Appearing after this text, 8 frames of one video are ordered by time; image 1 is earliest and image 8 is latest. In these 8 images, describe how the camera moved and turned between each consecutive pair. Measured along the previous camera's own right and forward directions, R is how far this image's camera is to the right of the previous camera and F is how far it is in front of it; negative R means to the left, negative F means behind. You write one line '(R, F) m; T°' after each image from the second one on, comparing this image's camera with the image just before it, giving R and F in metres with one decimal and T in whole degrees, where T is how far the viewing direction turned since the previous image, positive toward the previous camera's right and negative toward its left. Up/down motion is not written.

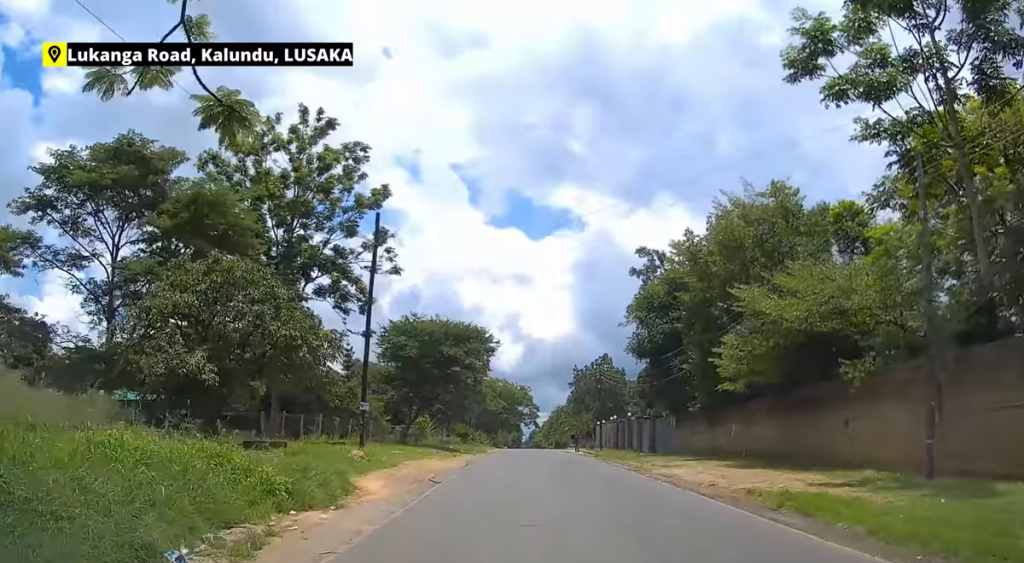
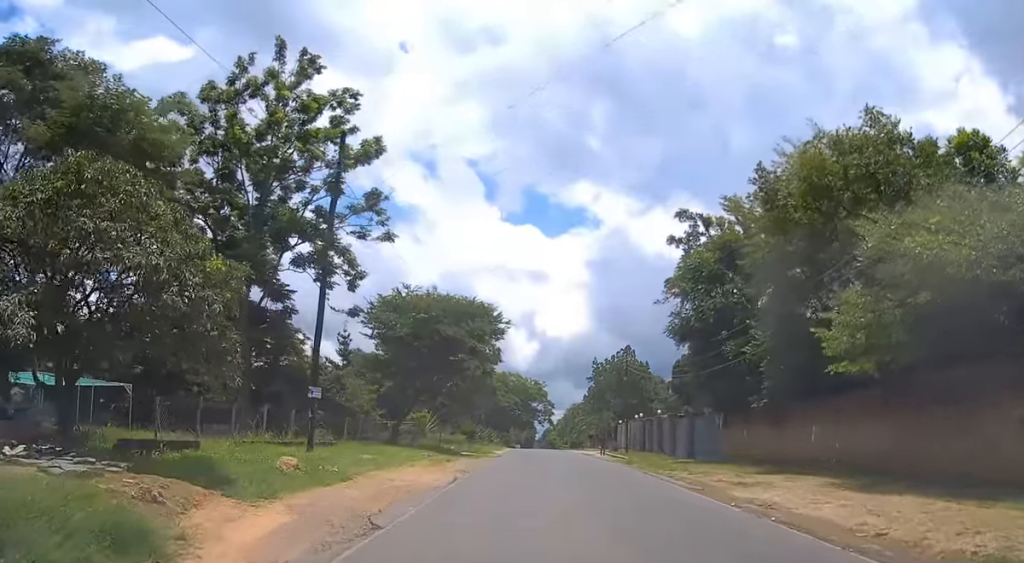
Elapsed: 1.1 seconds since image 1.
(-0.2, +8.3) m; 0°
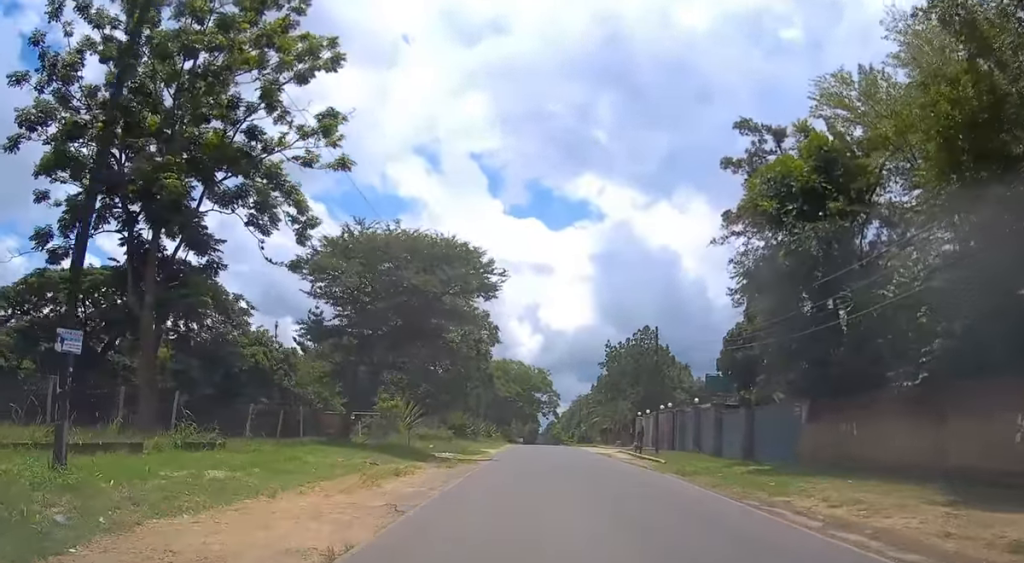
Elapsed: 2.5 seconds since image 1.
(+0.1, +11.6) m; 0°
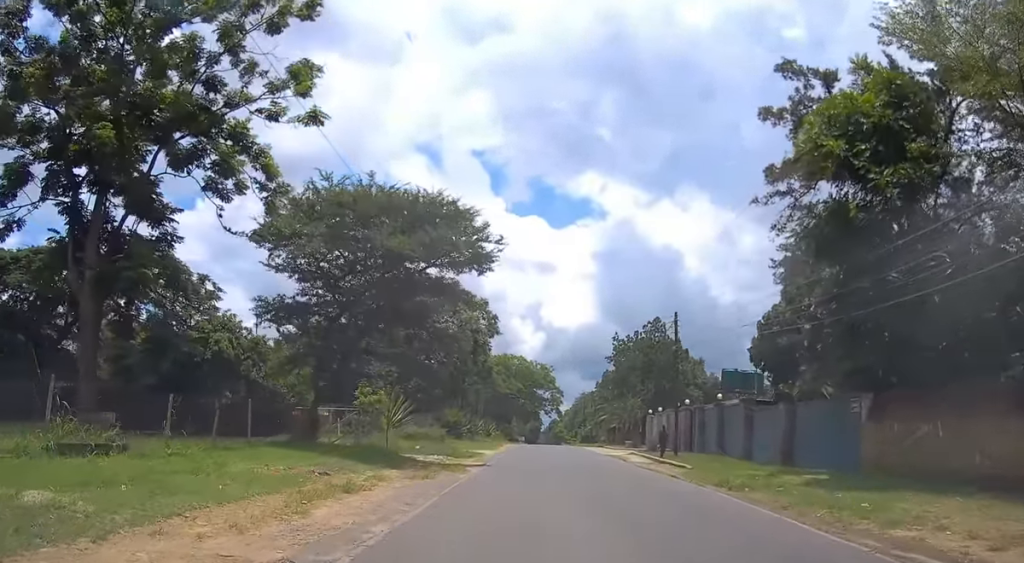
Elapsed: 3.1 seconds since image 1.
(-0.1, +5.0) m; 0°
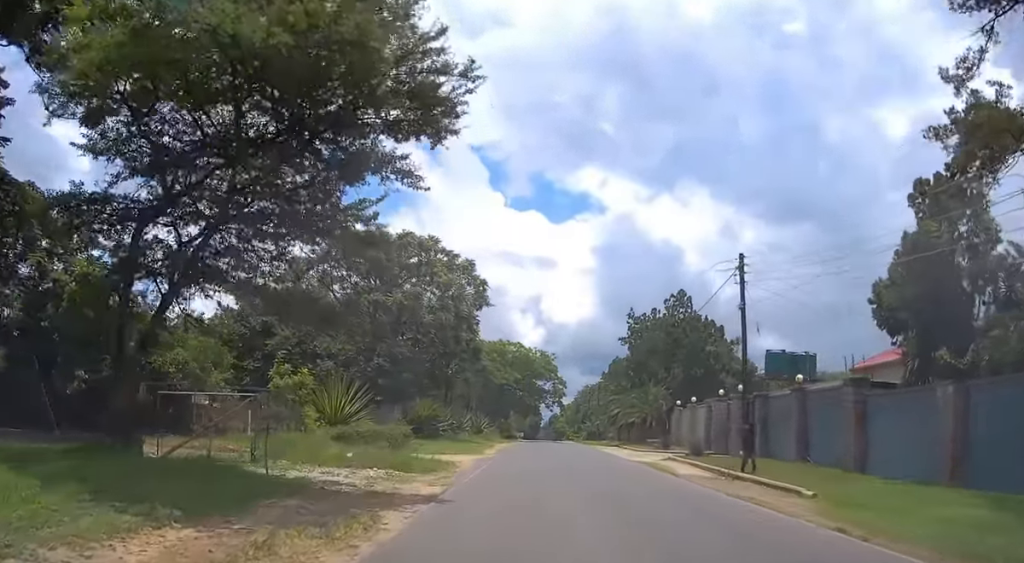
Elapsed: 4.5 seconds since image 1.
(+0.1, +12.1) m; 0°
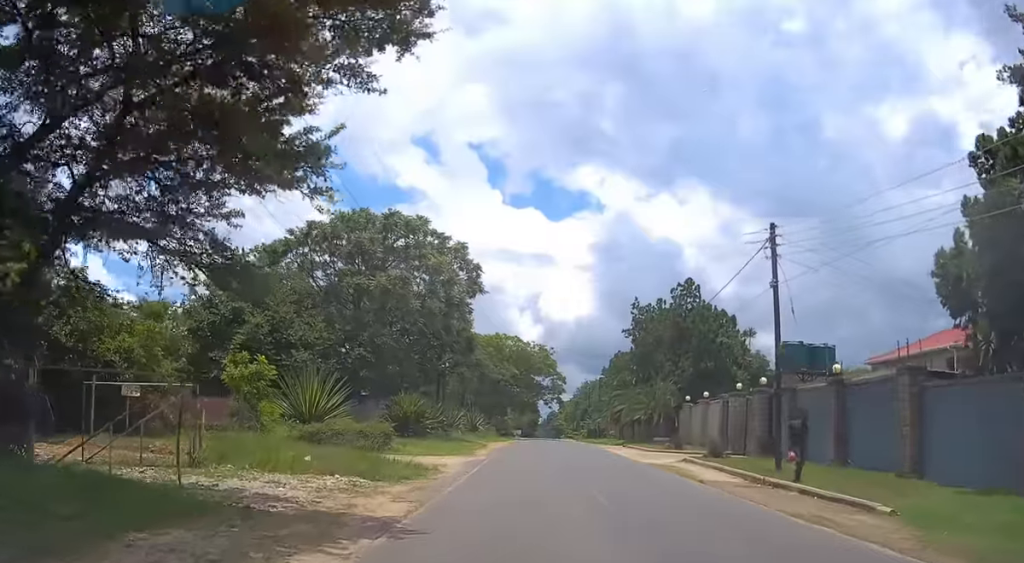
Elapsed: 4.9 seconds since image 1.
(0.0, +3.7) m; 0°
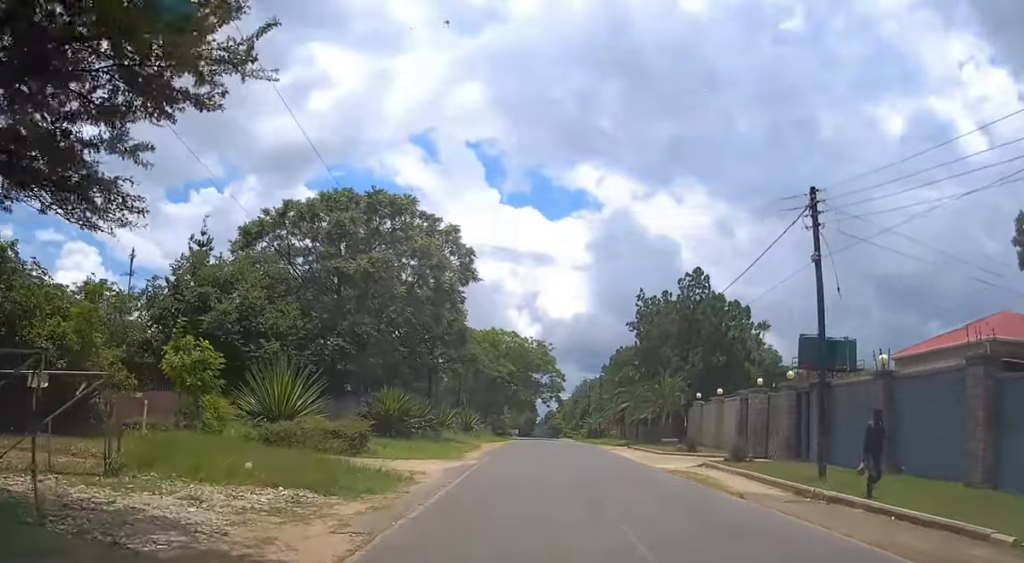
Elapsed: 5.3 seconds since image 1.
(0.0, +3.6) m; 0°
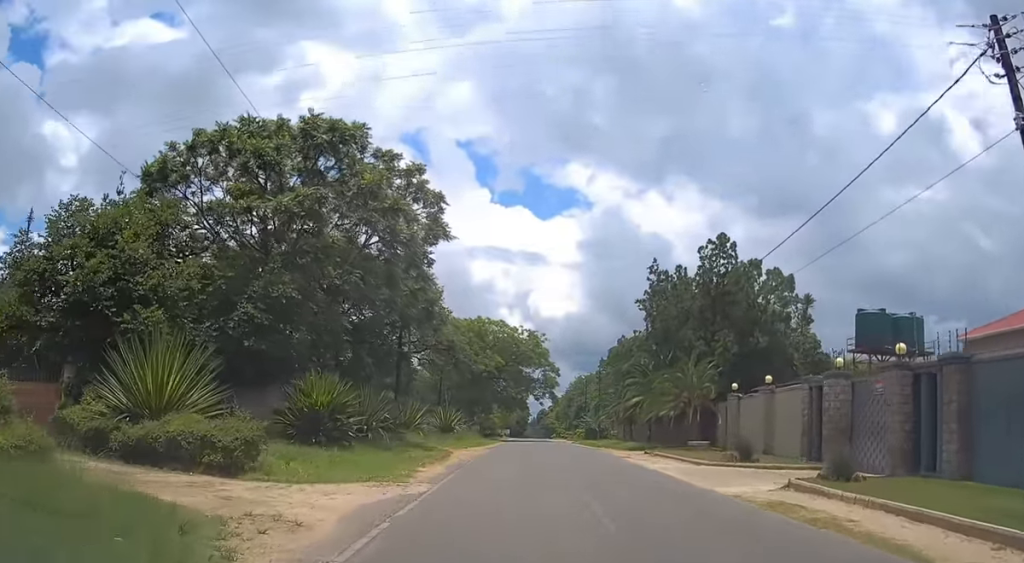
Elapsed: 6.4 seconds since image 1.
(+0.1, +9.4) m; +1°
